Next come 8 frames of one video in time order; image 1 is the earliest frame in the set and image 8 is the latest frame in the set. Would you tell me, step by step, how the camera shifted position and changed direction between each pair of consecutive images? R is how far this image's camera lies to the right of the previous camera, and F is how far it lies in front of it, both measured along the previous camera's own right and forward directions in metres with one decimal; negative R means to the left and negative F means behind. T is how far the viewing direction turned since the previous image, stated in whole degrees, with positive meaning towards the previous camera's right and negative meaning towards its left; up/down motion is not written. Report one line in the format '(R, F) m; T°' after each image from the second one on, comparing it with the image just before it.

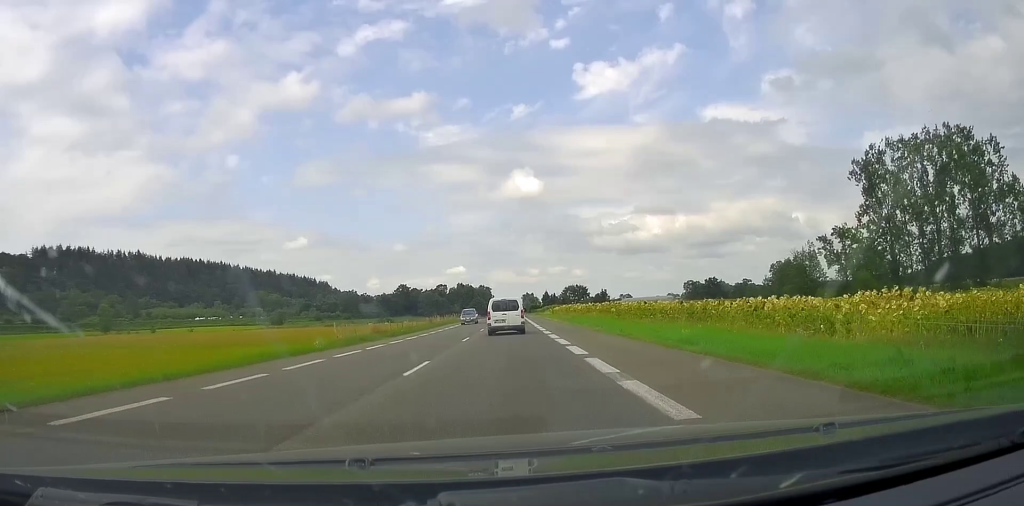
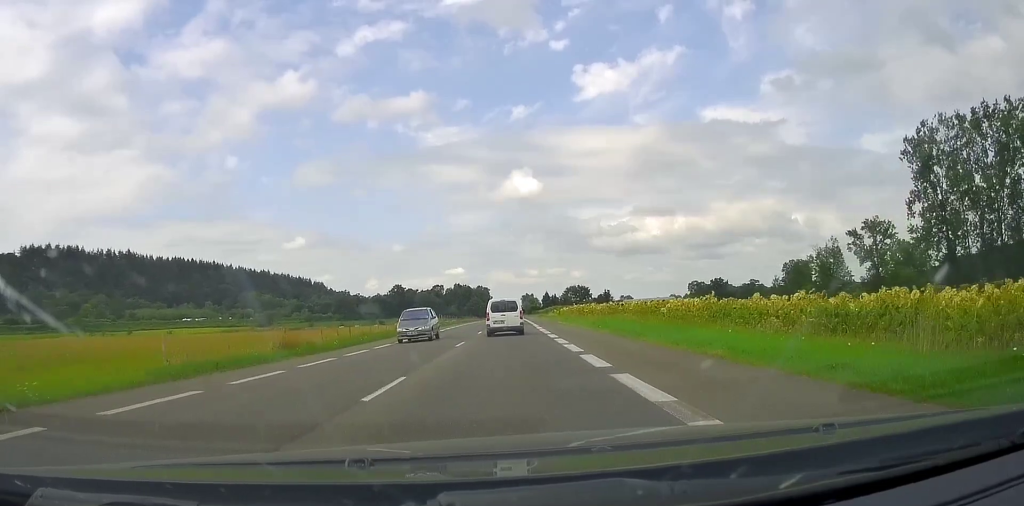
(0.0, +16.8) m; 0°
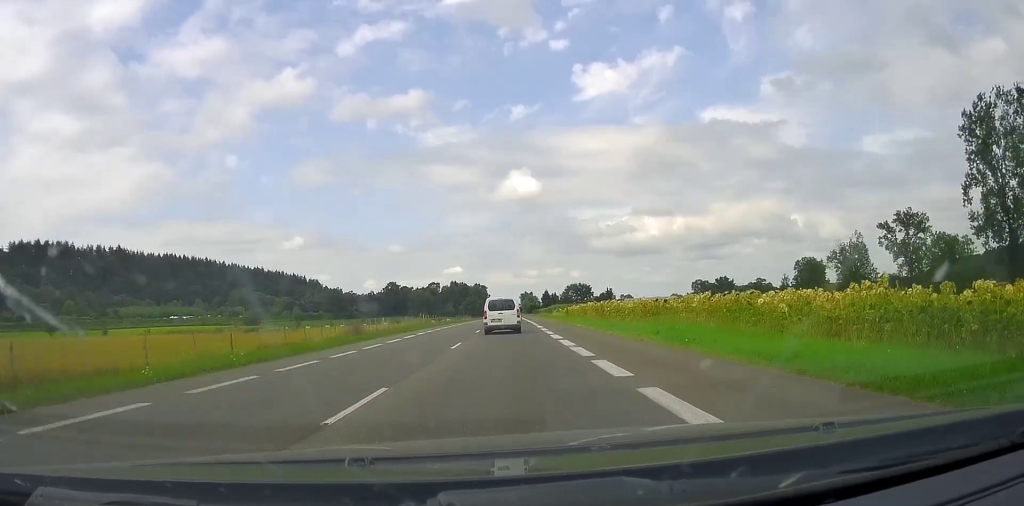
(-0.1, +15.3) m; 0°
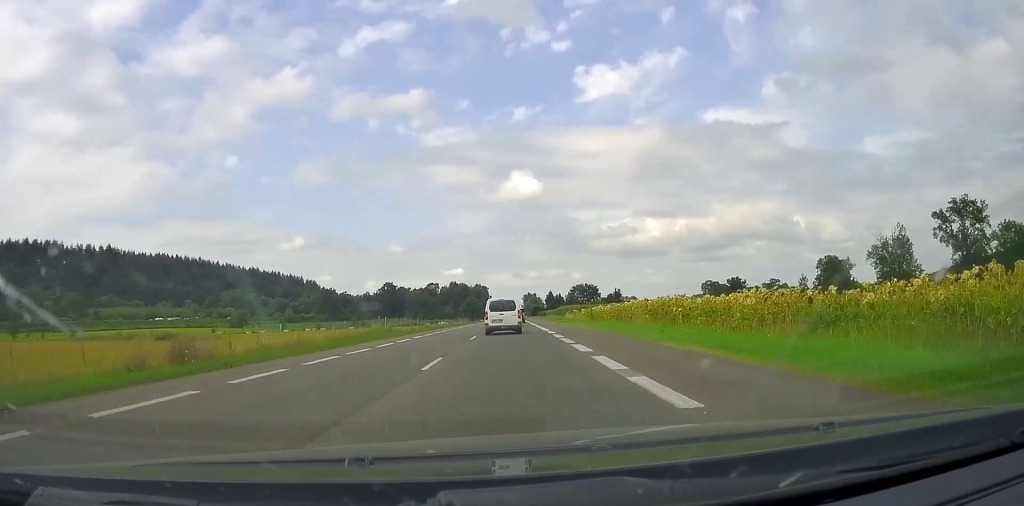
(+0.2, +20.8) m; 0°
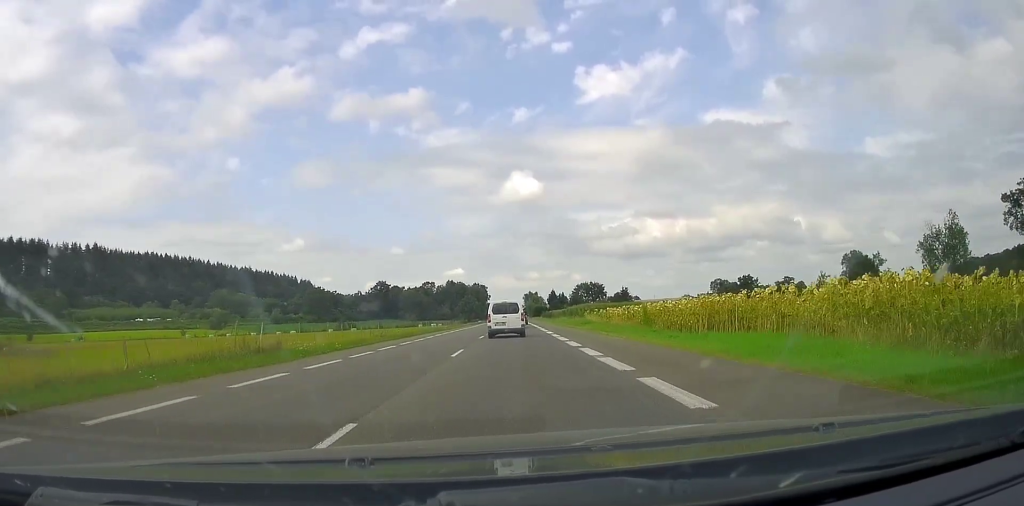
(-0.3, +22.0) m; 0°
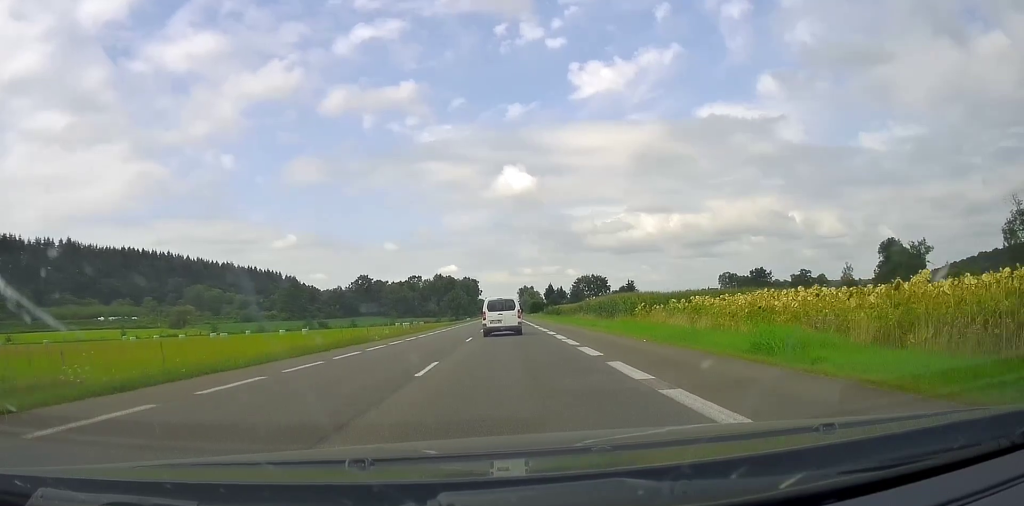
(+0.6, +31.8) m; +1°
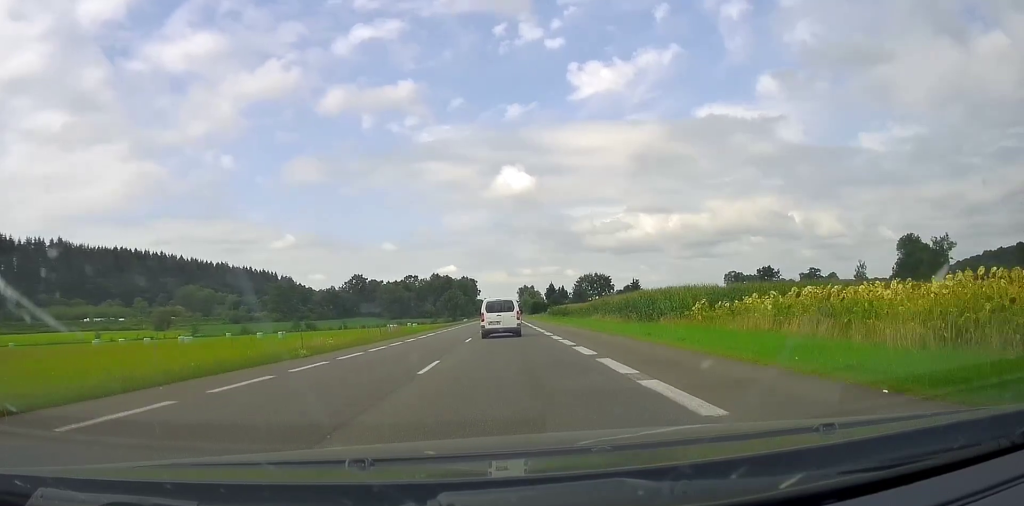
(-0.4, +12.9) m; 0°
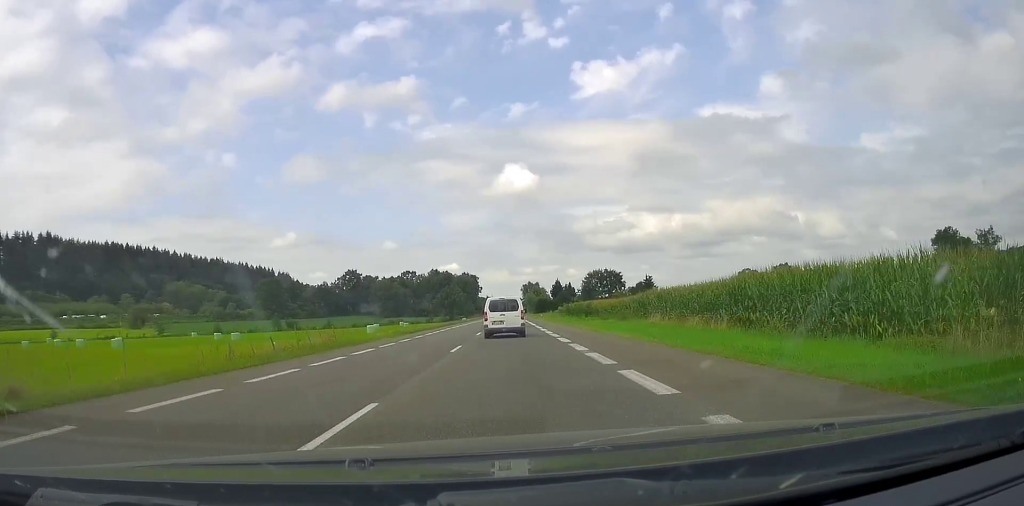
(+0.1, +21.1) m; 0°
